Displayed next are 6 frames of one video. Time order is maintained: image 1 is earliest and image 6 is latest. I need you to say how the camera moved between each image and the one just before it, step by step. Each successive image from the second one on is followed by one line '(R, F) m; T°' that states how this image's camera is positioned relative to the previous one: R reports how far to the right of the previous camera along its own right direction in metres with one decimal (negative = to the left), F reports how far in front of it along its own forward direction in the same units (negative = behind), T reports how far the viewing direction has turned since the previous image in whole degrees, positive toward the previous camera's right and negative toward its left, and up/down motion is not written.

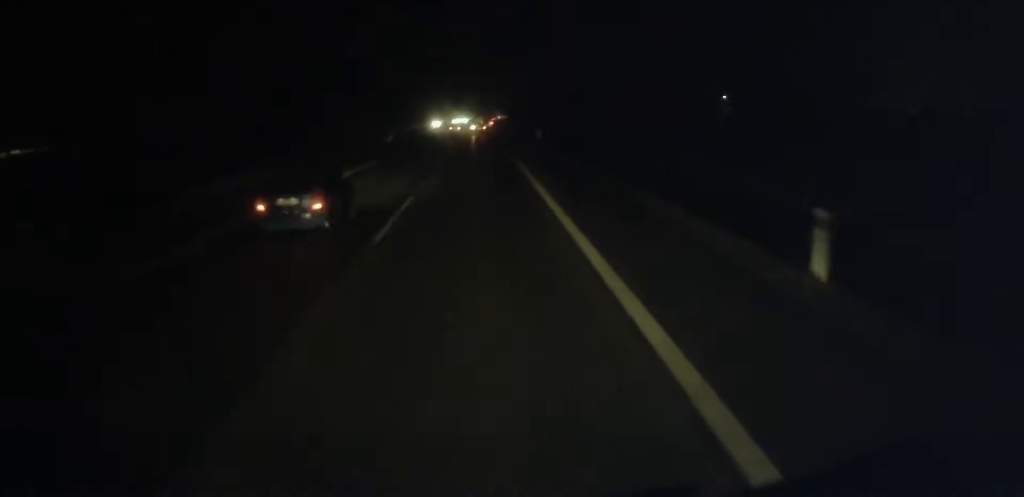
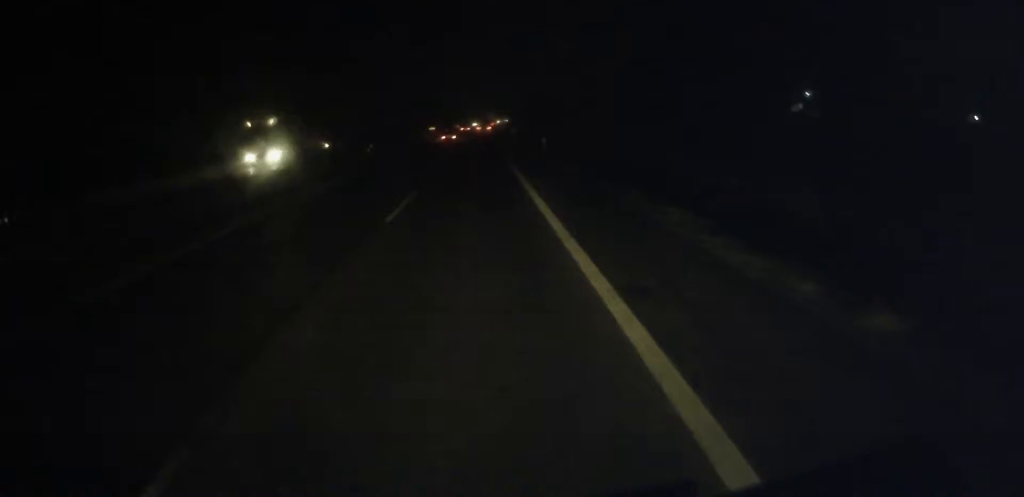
(+1.4, +163.4) m; +1°
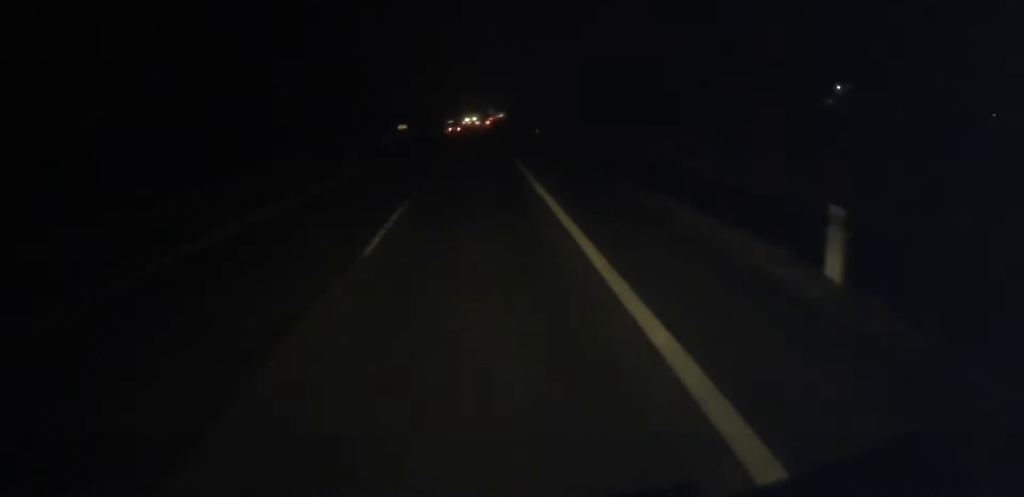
(-0.1, +40.6) m; 0°
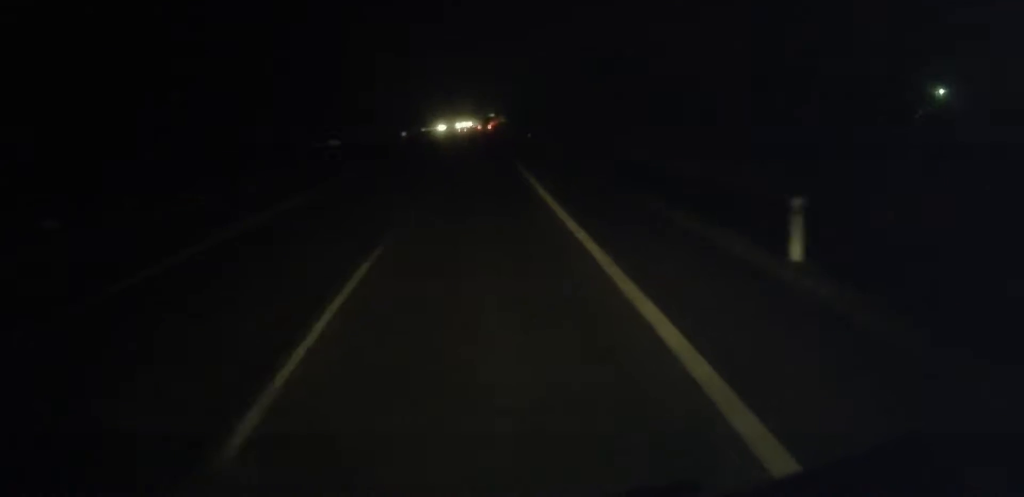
(+0.2, +93.9) m; 0°
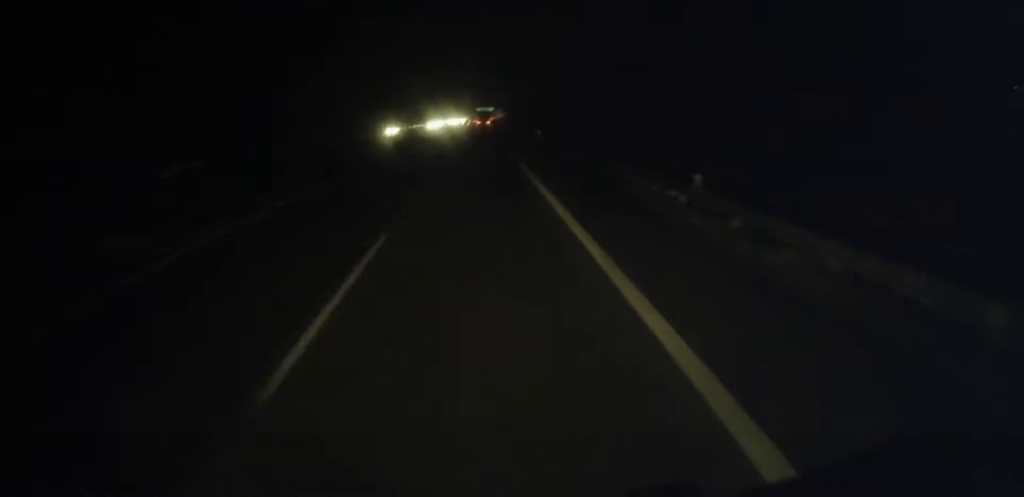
(+0.1, +51.7) m; 0°
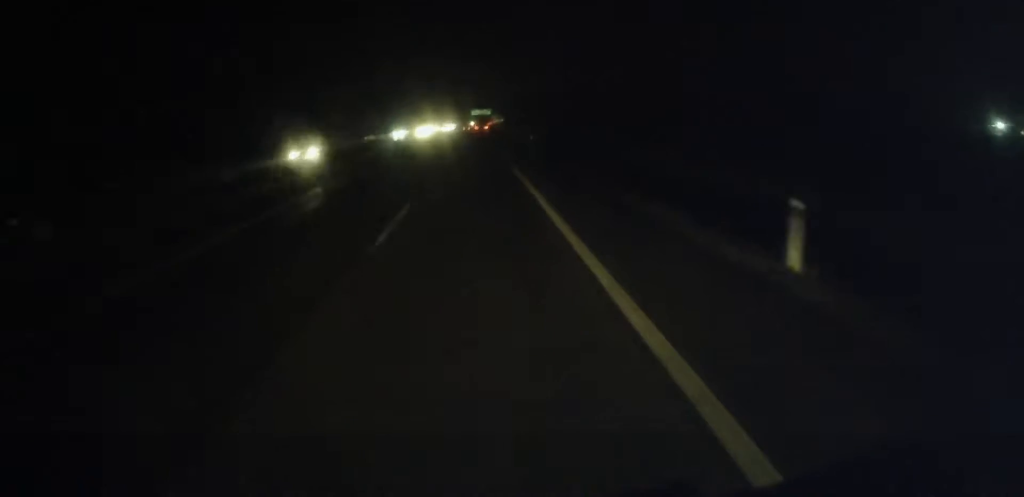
(0.0, +45.8) m; 0°
